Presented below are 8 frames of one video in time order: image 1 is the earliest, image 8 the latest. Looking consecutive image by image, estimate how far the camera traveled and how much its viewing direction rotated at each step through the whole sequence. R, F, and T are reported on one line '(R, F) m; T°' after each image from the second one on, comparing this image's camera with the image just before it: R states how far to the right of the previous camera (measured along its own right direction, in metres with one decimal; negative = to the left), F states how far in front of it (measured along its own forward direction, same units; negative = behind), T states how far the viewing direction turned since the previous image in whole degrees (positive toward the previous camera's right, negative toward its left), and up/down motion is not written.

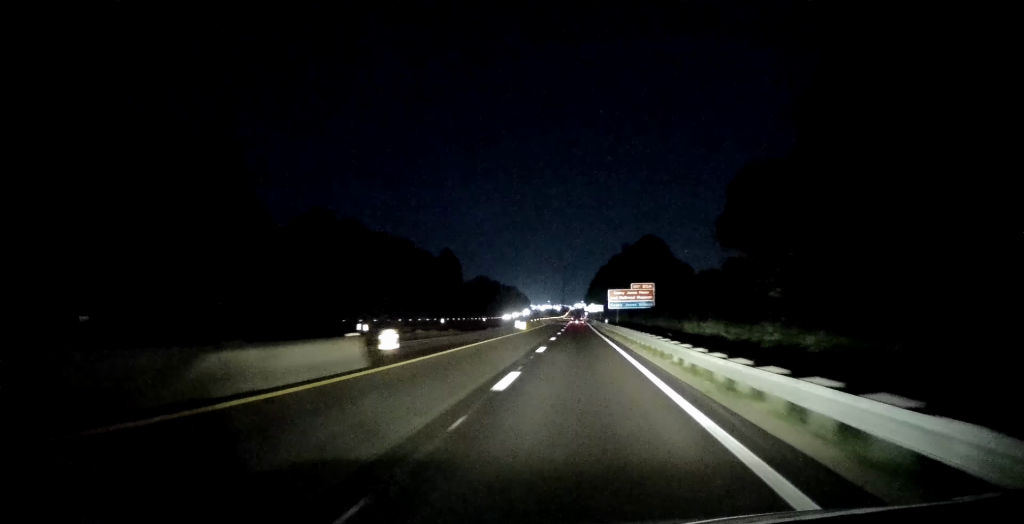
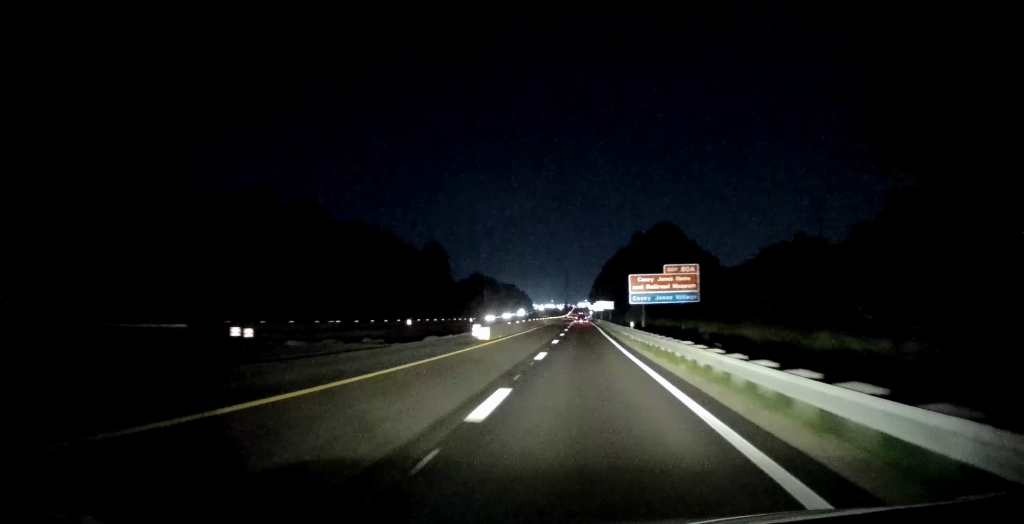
(+0.5, +27.7) m; 0°
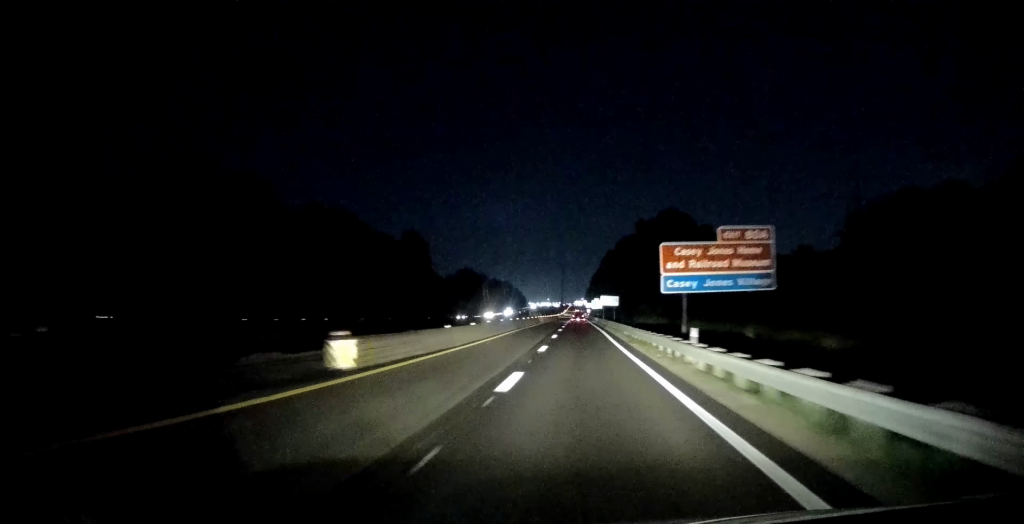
(-0.2, +21.1) m; -1°
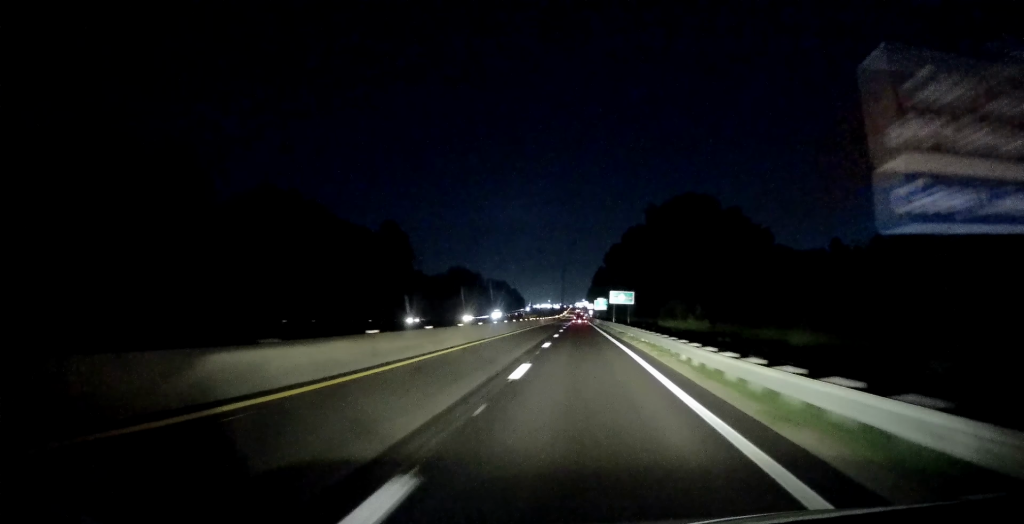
(-0.3, +22.9) m; -1°
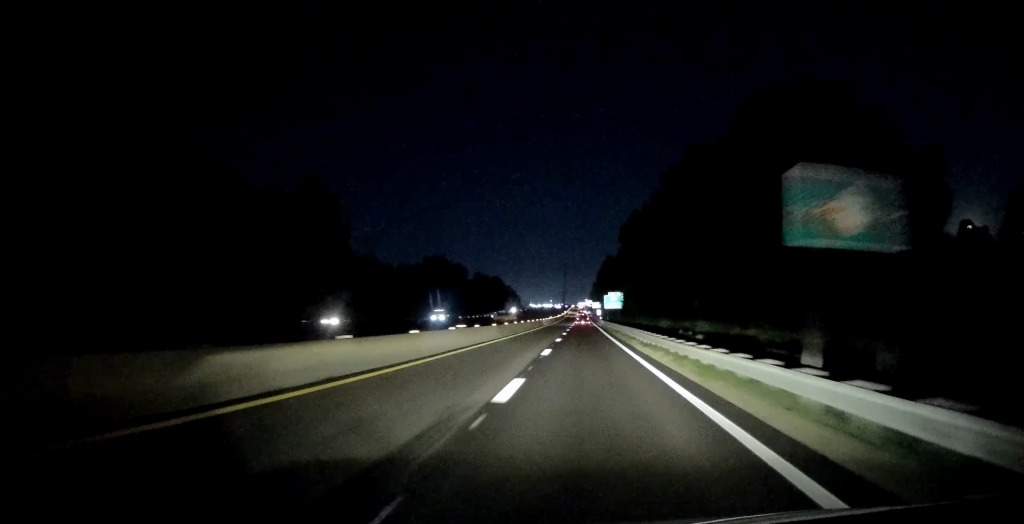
(+0.4, +51.2) m; +2°
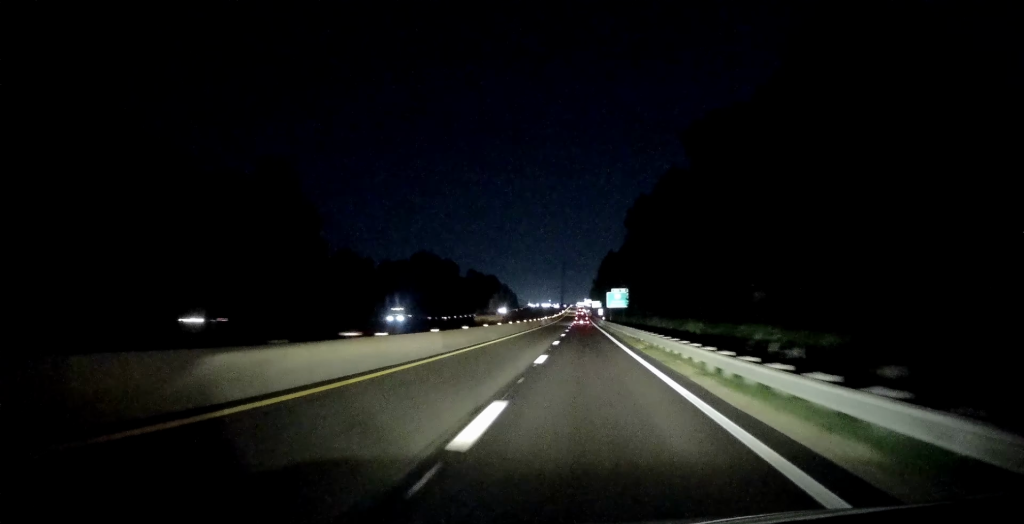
(+0.3, +15.6) m; 0°
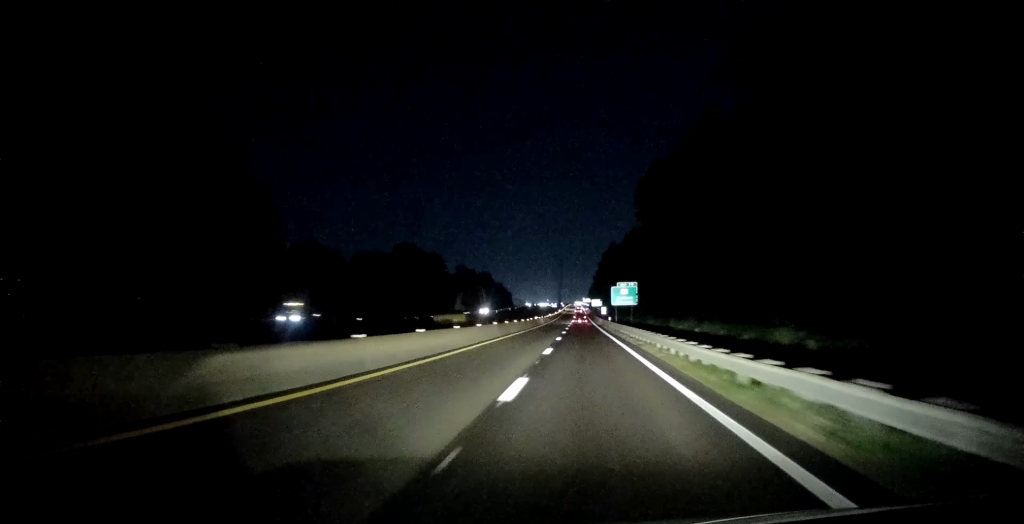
(-0.2, +20.3) m; -1°
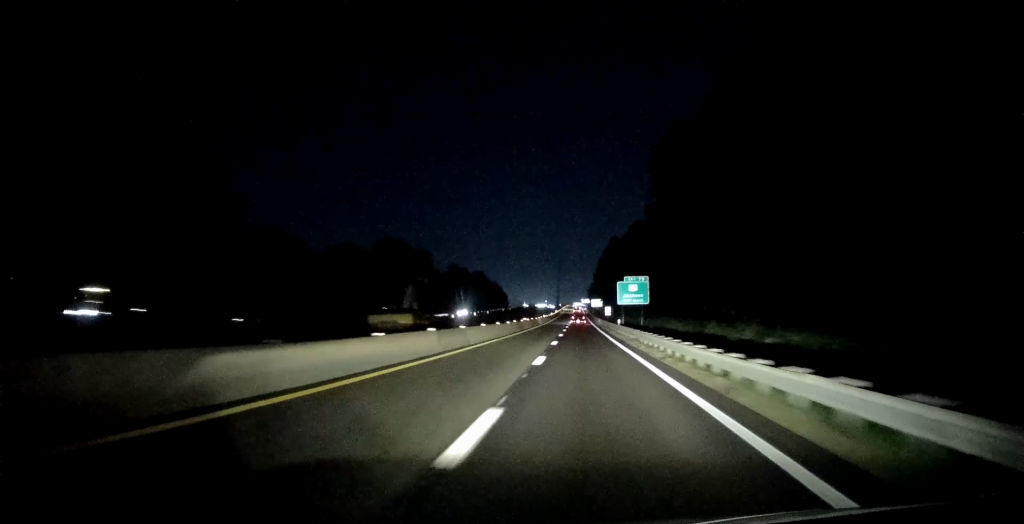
(-0.1, +16.6) m; -1°
